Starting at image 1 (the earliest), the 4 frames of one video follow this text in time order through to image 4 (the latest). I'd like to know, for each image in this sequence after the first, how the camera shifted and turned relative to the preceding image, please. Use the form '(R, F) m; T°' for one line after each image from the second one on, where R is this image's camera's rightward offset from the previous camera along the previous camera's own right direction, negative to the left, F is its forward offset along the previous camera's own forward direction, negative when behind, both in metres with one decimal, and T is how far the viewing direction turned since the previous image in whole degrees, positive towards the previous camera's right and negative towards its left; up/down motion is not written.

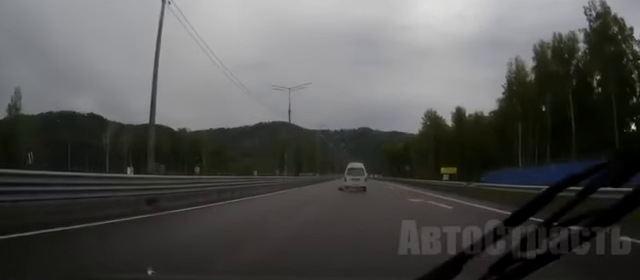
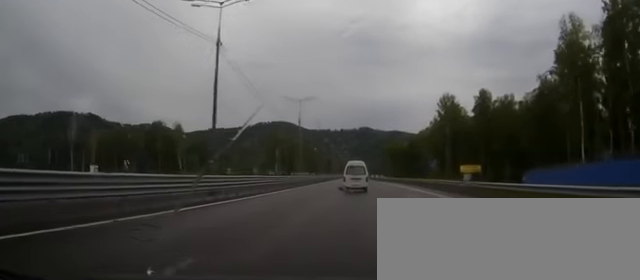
(0.0, +32.2) m; 0°
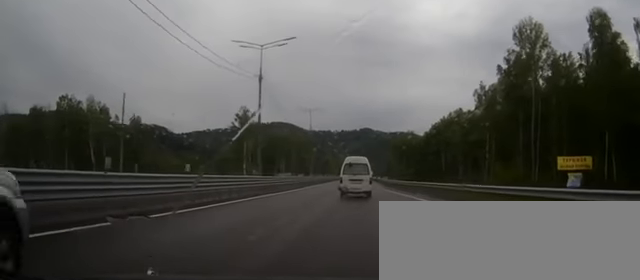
(-0.2, +67.7) m; 0°
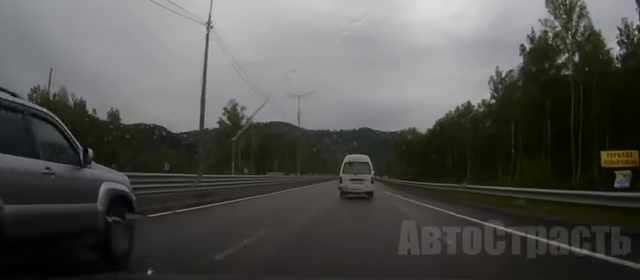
(0.0, +14.1) m; 0°
